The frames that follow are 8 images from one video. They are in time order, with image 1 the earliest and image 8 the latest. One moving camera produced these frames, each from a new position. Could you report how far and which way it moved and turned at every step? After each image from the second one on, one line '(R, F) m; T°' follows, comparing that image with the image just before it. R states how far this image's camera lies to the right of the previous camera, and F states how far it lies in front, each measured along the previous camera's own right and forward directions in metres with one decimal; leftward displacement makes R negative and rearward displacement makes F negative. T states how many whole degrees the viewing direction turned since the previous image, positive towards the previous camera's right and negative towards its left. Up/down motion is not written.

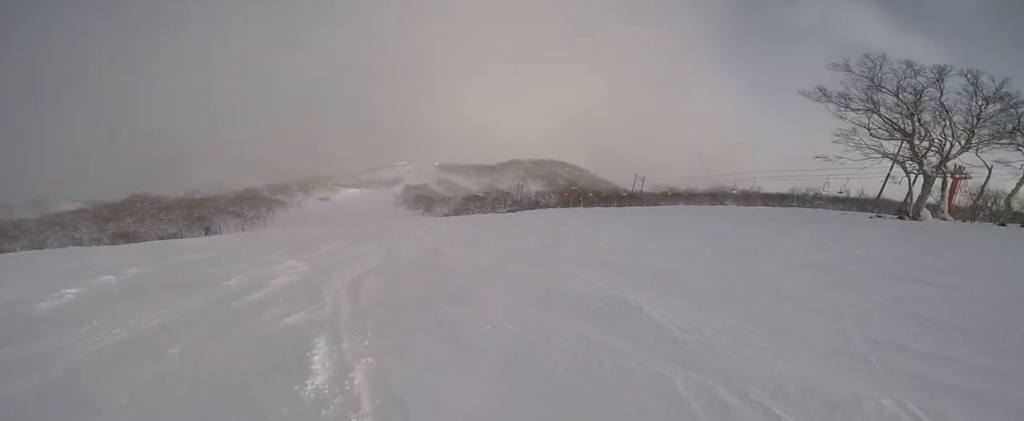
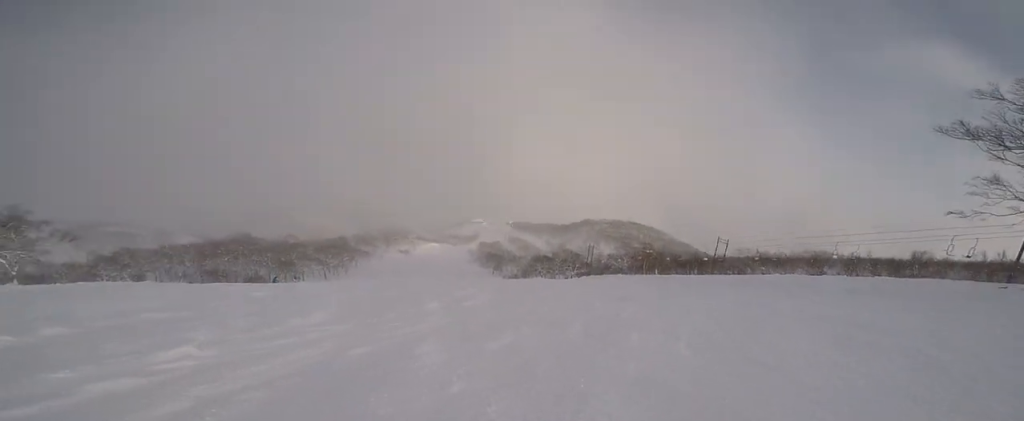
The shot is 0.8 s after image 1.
(-0.1, +3.6) m; -15°
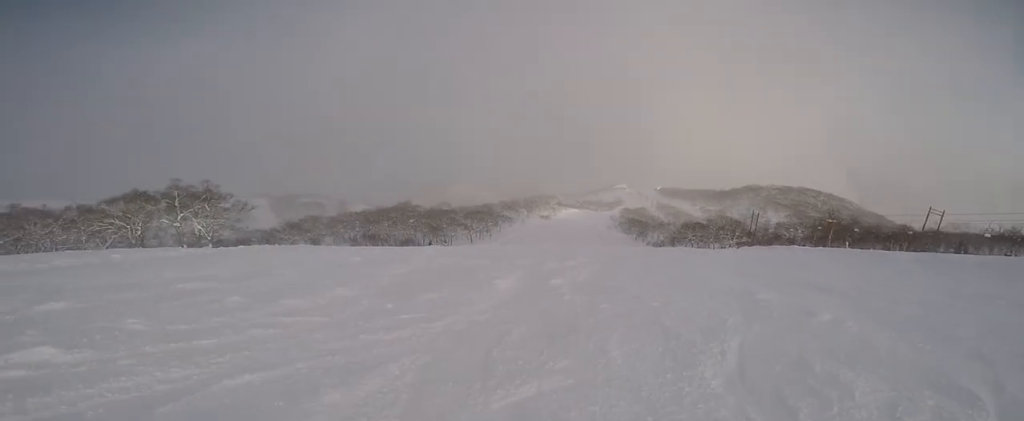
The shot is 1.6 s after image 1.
(-0.7, +3.4) m; -25°
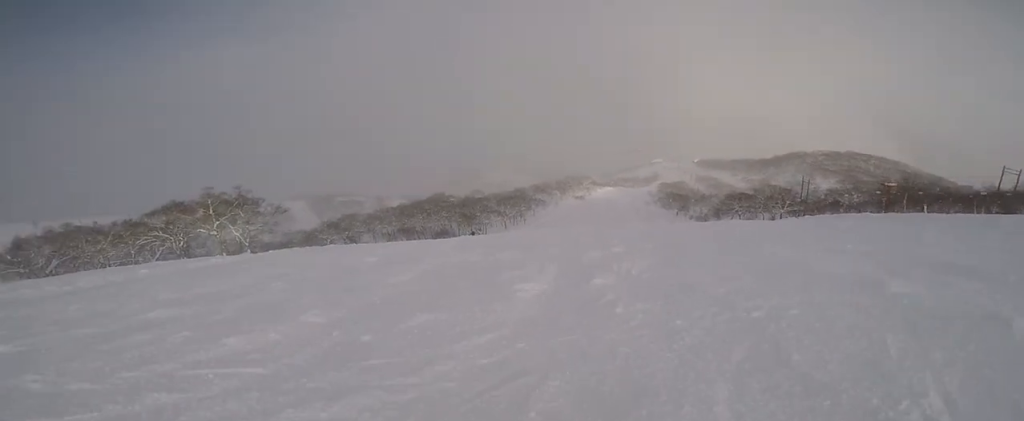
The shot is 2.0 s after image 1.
(-0.4, +1.8) m; -10°
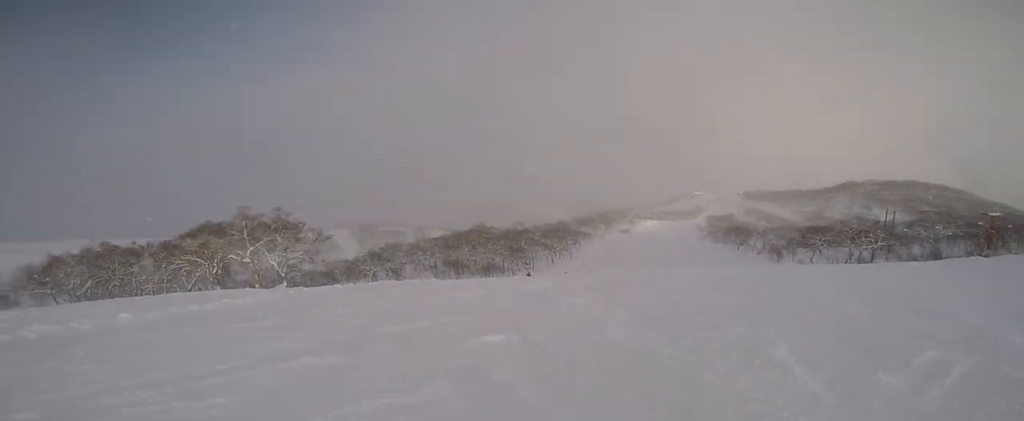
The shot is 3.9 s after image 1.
(-2.0, +8.2) m; -2°
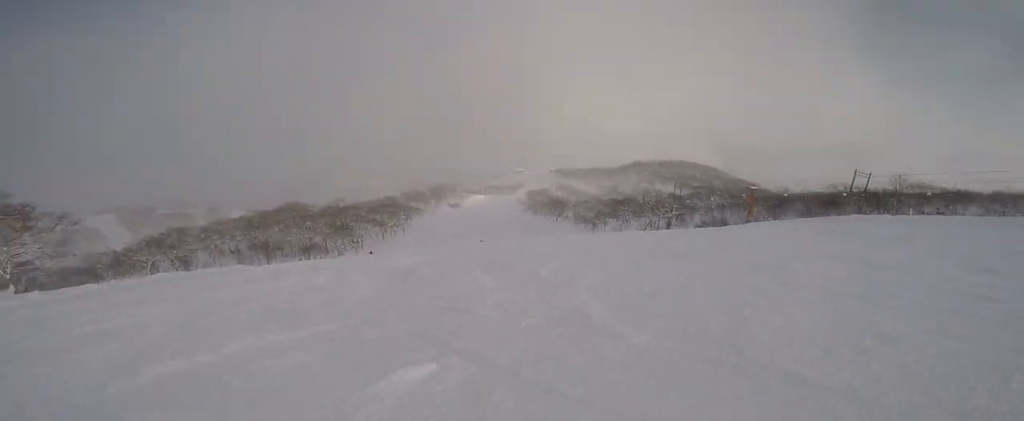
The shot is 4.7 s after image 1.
(+0.3, +2.9) m; +24°
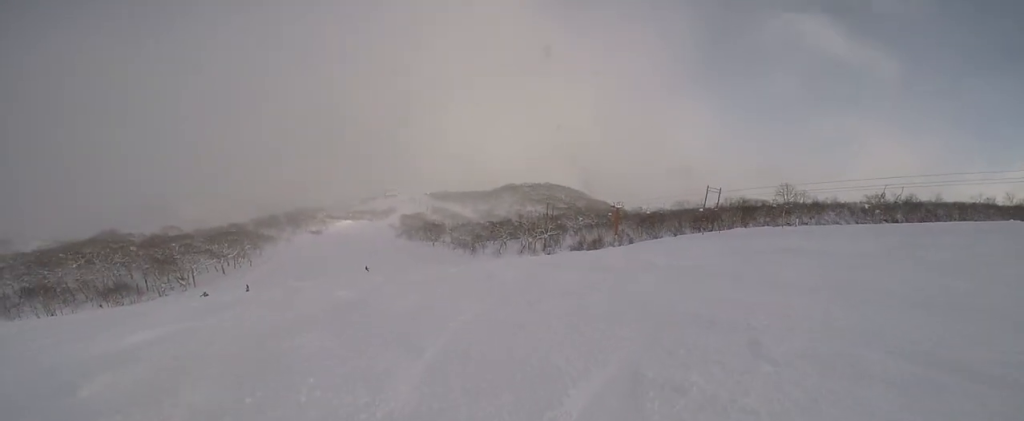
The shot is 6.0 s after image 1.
(+3.0, +5.2) m; +31°
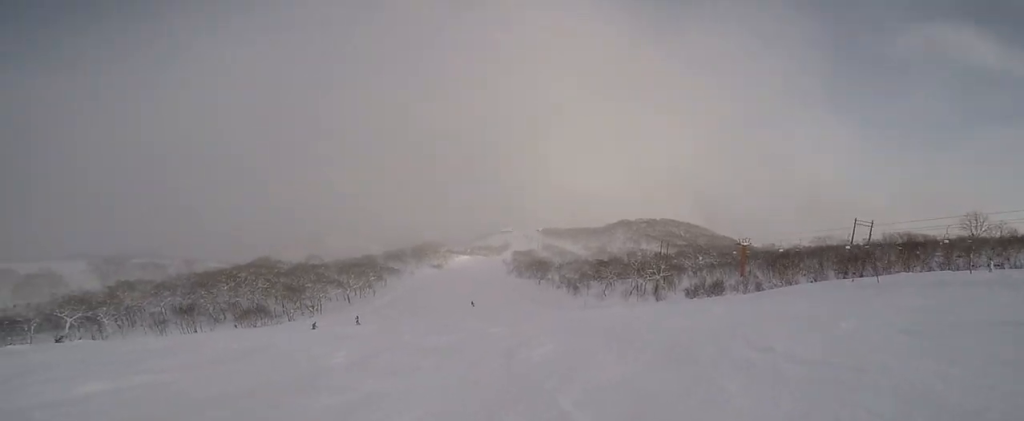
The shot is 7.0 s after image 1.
(-0.3, +4.0) m; -23°
